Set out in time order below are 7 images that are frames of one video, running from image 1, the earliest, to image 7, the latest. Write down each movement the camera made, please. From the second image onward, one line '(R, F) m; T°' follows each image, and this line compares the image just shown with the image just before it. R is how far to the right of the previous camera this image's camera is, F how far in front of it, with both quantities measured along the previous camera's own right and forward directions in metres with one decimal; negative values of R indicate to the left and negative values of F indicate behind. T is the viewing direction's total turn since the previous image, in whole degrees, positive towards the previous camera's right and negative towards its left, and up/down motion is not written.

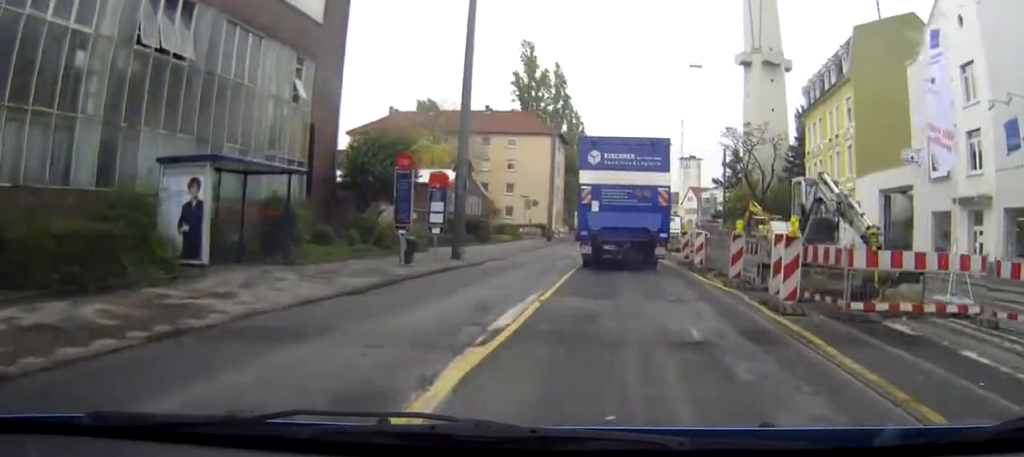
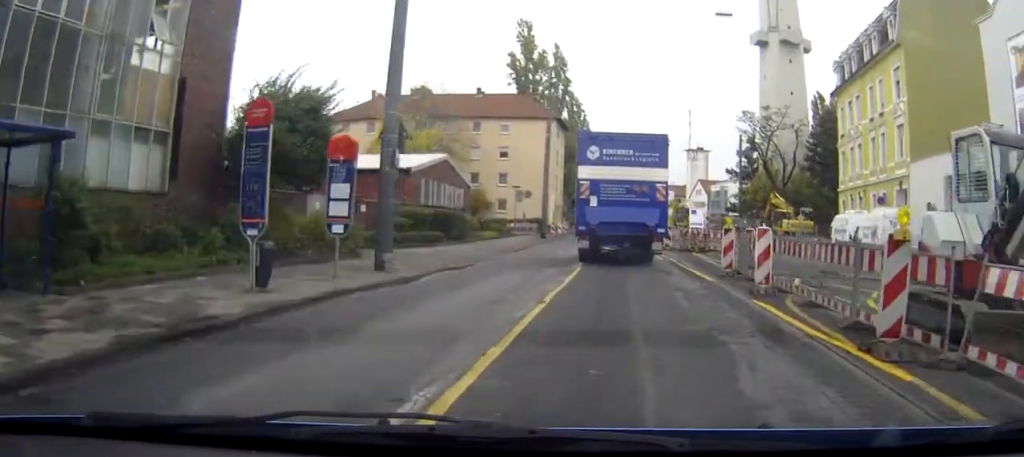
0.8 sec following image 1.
(0.0, +8.9) m; 0°
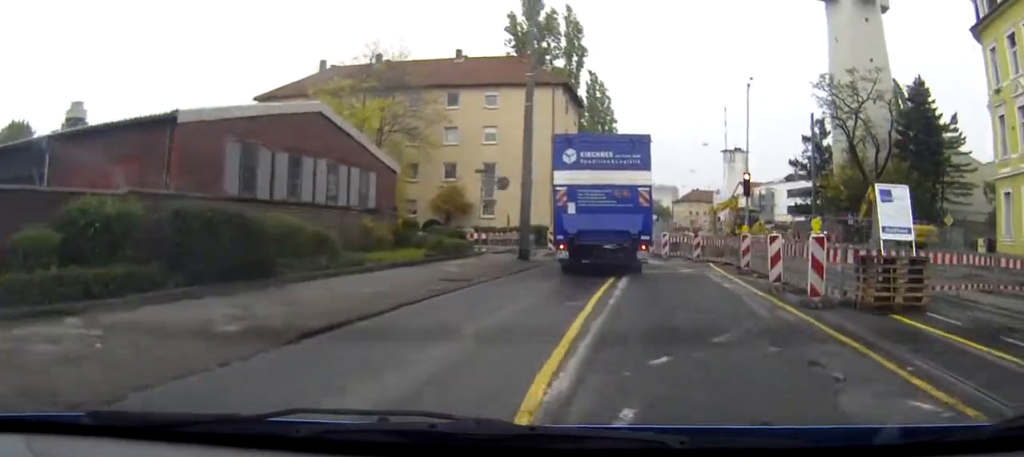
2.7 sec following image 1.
(-0.3, +22.2) m; -2°
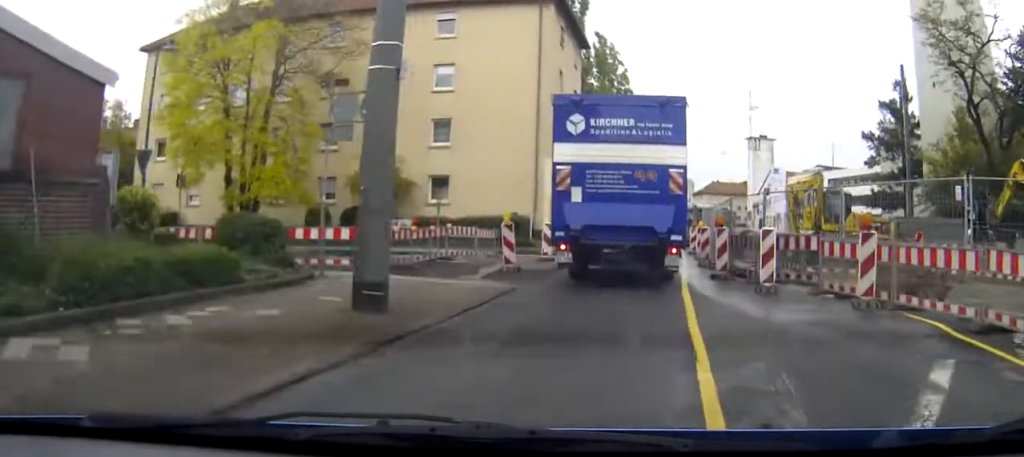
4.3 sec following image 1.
(-0.3, +18.7) m; 0°
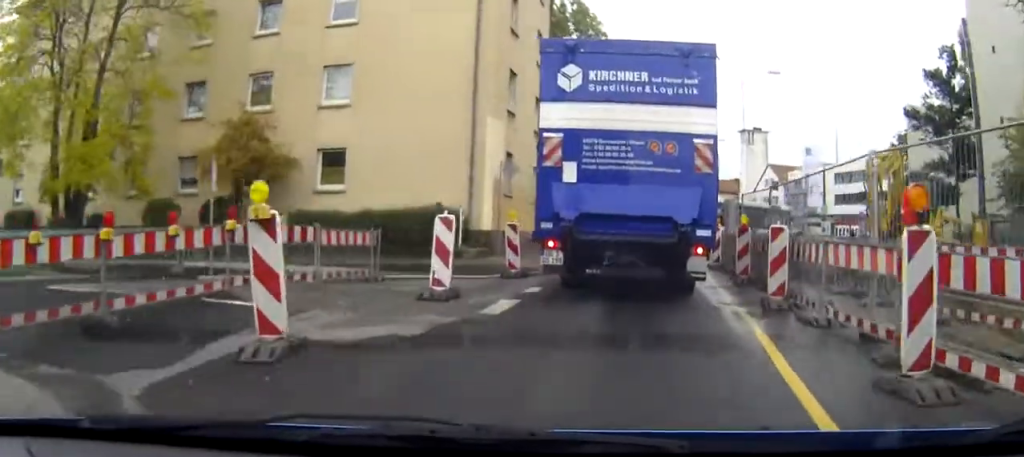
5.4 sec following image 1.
(+0.2, +12.4) m; +1°
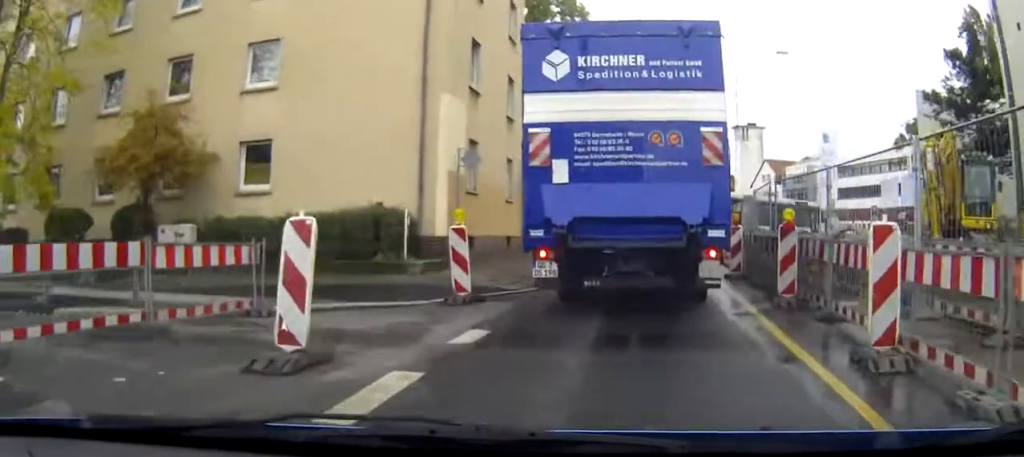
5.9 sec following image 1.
(0.0, +4.9) m; +1°
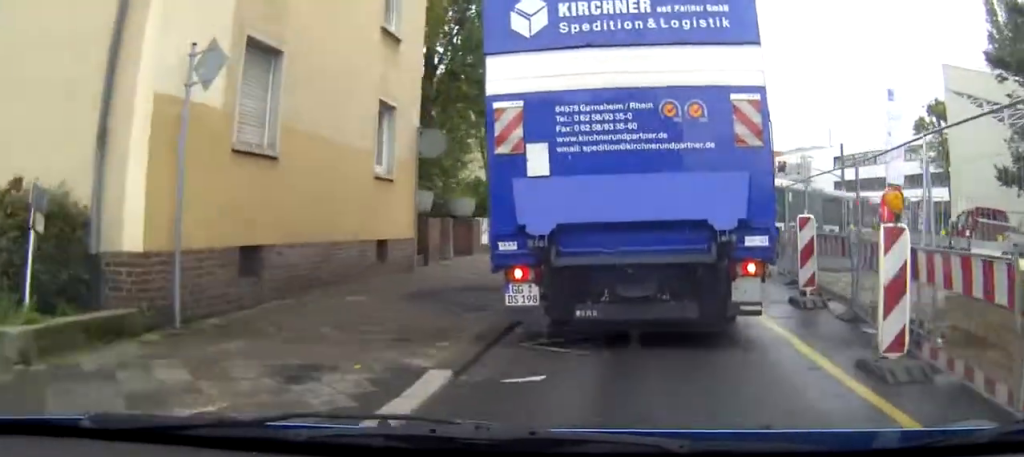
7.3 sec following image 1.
(+0.4, +12.2) m; +4°
